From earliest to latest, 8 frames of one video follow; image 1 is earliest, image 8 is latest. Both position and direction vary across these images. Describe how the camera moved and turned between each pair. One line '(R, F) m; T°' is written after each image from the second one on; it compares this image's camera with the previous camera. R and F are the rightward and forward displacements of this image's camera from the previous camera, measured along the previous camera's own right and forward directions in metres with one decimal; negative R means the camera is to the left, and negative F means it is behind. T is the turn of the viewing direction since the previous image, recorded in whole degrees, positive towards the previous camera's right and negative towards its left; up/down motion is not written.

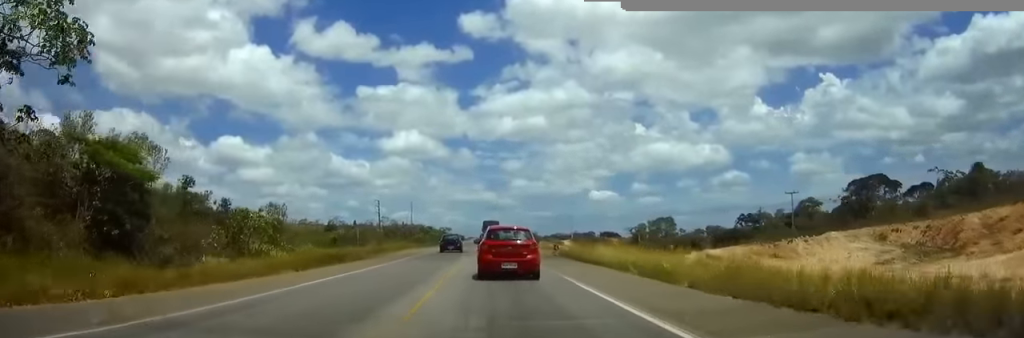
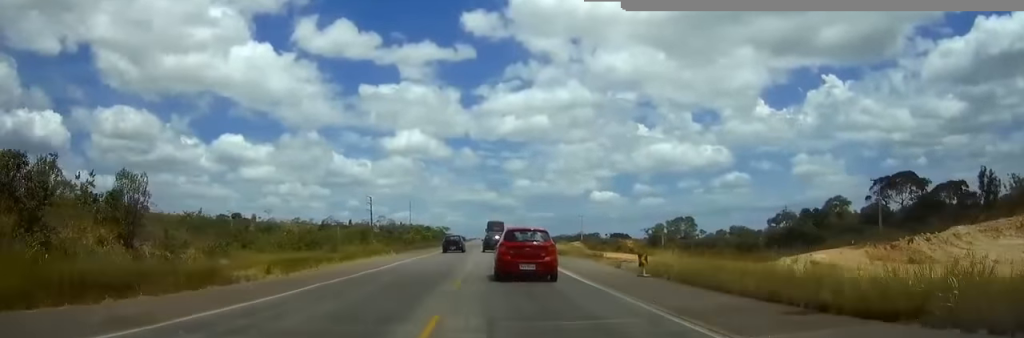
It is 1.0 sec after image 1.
(+0.3, +23.6) m; +1°
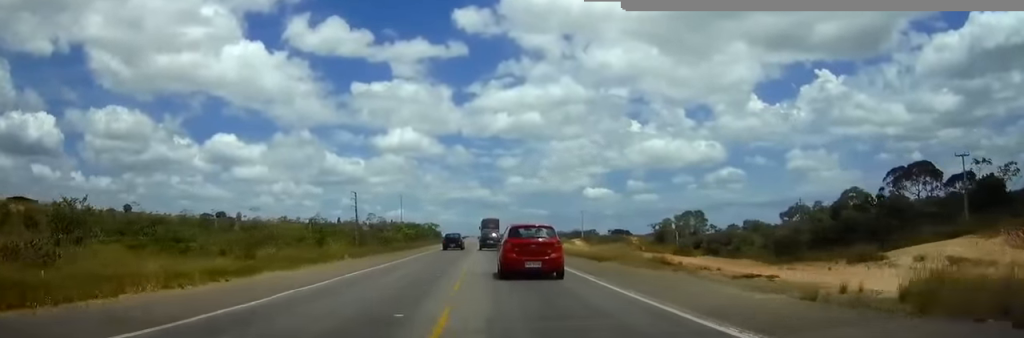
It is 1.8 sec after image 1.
(0.0, +17.8) m; 0°
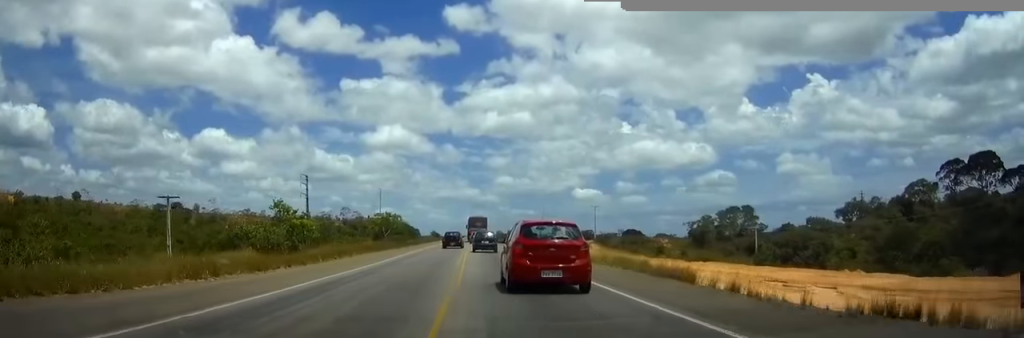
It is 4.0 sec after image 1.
(+0.2, +50.8) m; +1°
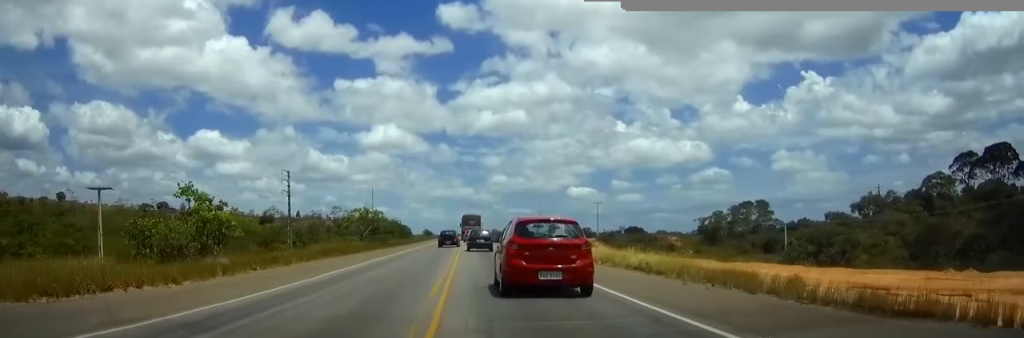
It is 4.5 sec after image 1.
(0.0, +12.0) m; 0°
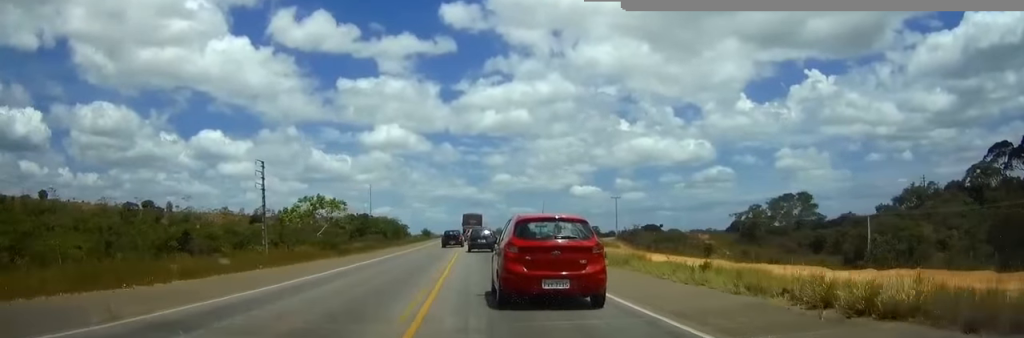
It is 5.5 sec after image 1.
(+0.1, +21.1) m; 0°
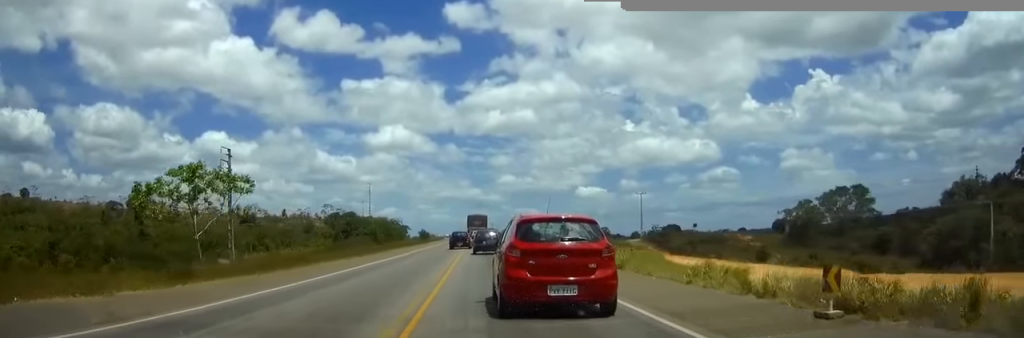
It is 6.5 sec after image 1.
(-0.1, +21.6) m; 0°
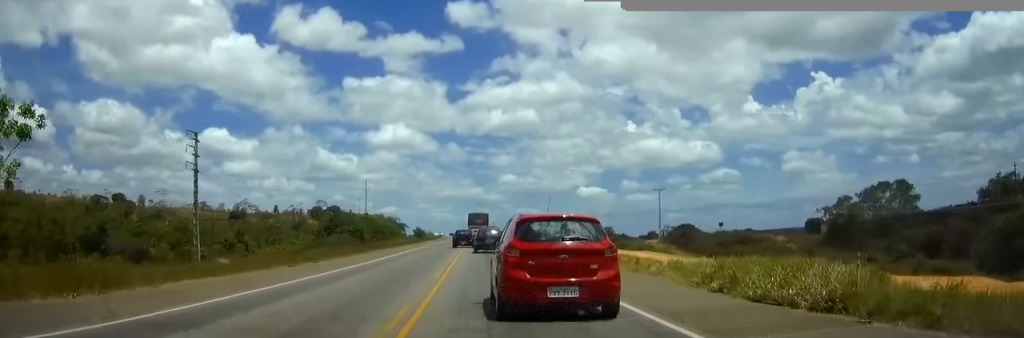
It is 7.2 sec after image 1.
(-0.1, +14.8) m; 0°
